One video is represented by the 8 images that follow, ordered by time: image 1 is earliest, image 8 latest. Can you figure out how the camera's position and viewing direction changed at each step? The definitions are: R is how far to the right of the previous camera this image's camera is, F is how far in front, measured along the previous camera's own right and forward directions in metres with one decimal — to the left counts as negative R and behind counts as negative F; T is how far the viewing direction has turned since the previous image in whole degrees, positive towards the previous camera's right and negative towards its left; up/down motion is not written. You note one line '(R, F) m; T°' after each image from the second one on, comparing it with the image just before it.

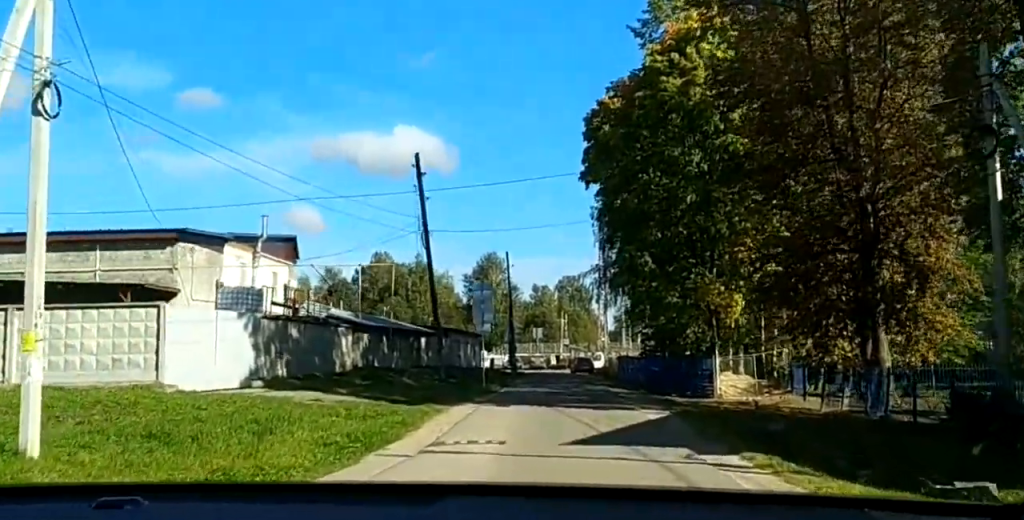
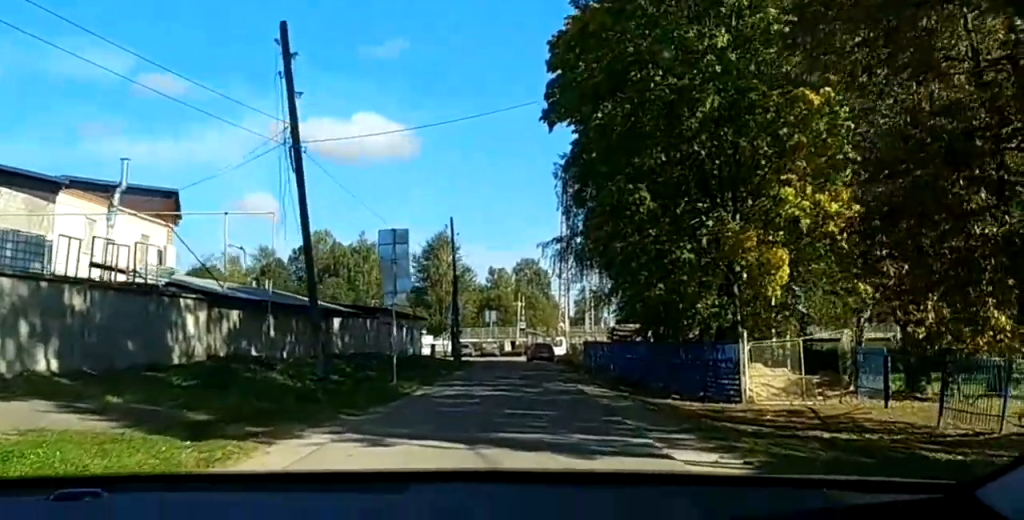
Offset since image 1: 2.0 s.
(0.0, +20.1) m; +1°
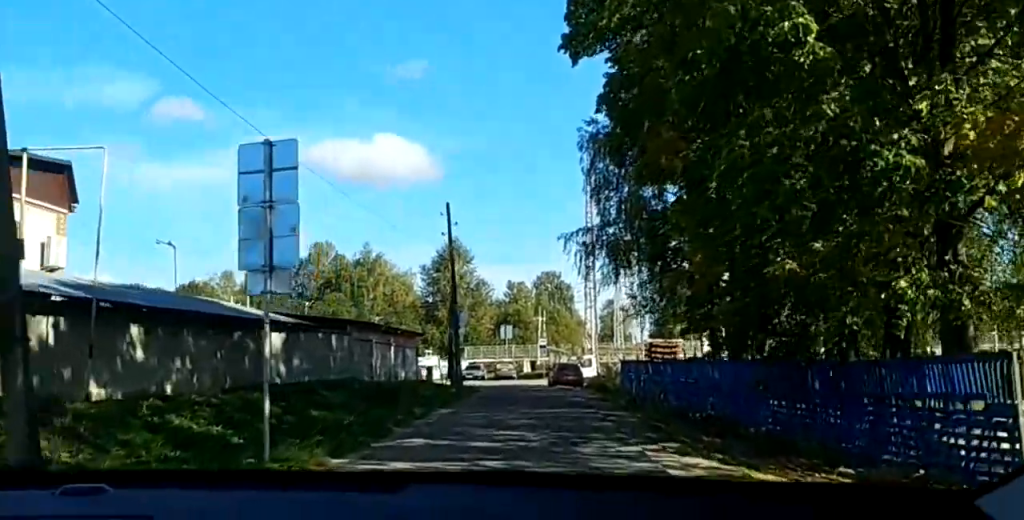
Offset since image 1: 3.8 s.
(+0.2, +19.4) m; +1°
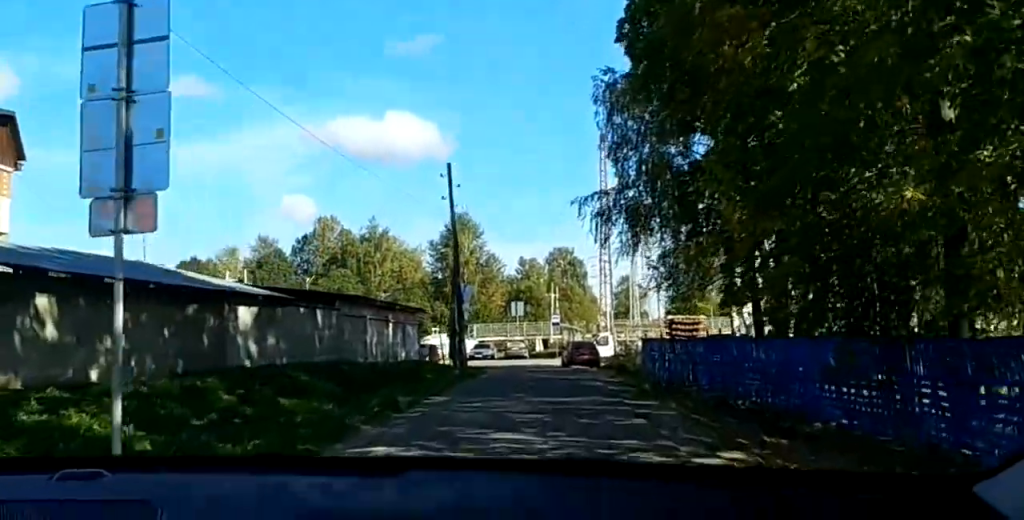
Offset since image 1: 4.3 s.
(0.0, +6.2) m; 0°
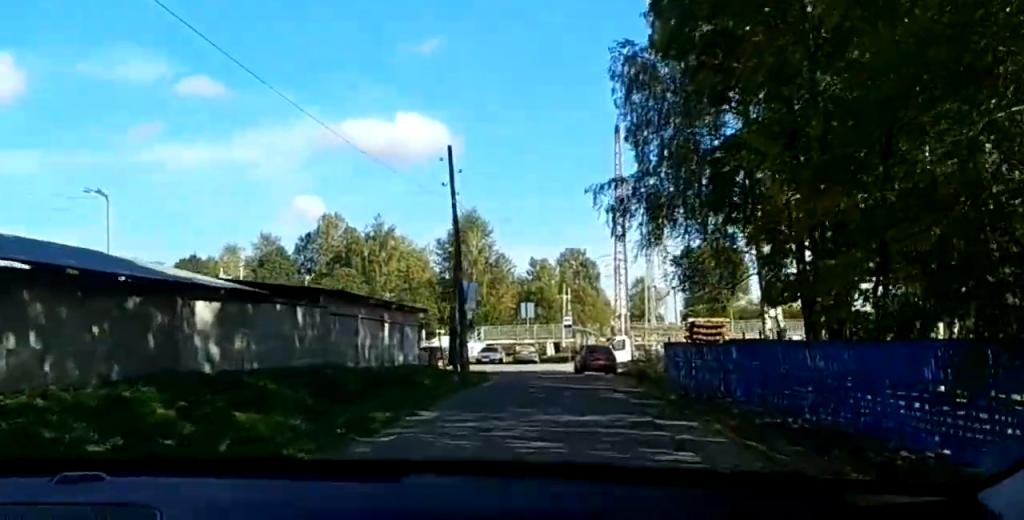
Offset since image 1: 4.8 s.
(0.0, +4.9) m; 0°
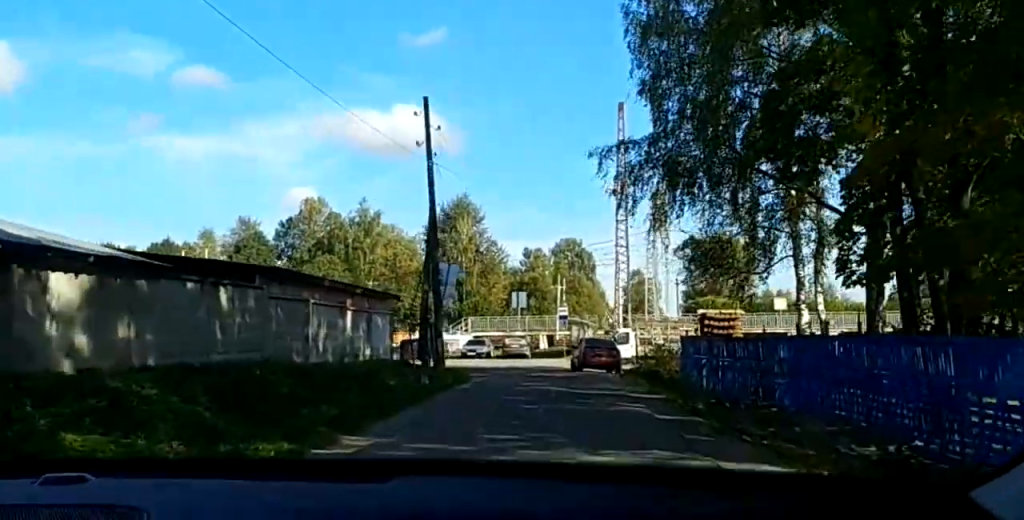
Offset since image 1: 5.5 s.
(0.0, +7.9) m; 0°
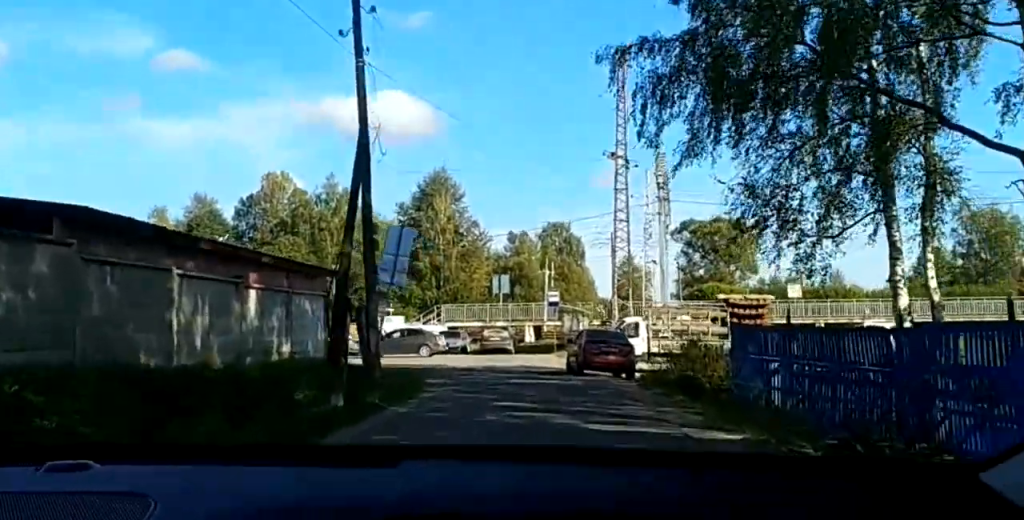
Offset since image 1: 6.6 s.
(0.0, +12.0) m; 0°
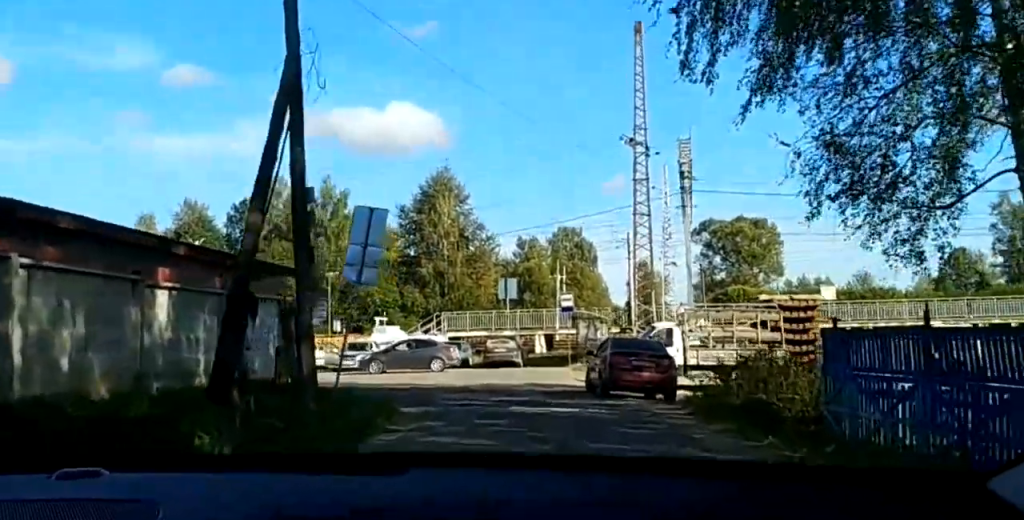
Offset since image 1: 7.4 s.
(0.0, +7.8) m; 0°
